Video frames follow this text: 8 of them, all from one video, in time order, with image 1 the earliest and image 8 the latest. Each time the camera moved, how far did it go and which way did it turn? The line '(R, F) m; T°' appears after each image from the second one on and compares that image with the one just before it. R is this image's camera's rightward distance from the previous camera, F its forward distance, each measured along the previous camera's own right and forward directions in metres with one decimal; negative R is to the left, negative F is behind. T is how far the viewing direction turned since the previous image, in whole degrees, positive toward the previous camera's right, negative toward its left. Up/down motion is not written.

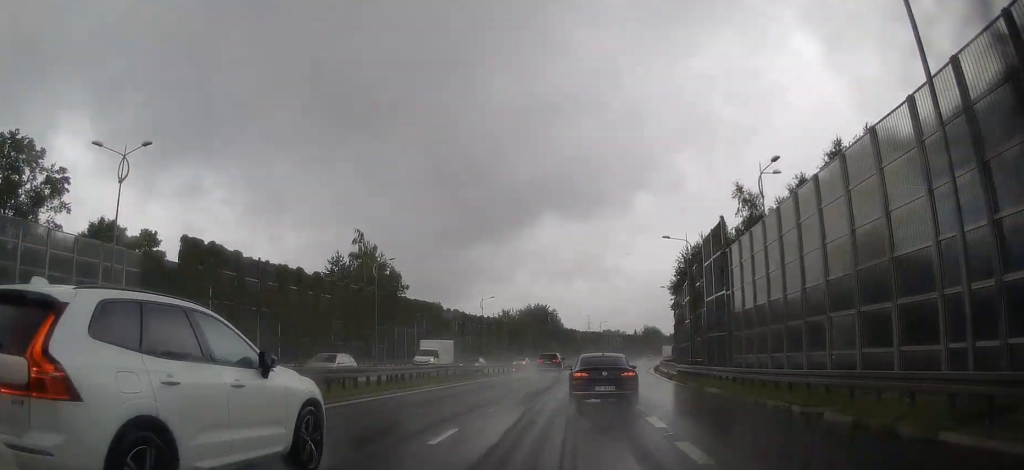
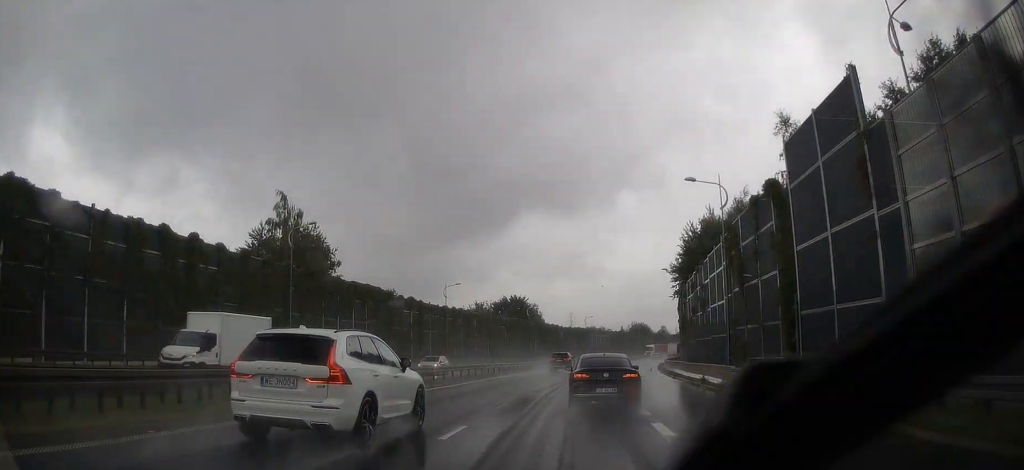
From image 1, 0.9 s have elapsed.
(+0.4, +17.1) m; +2°
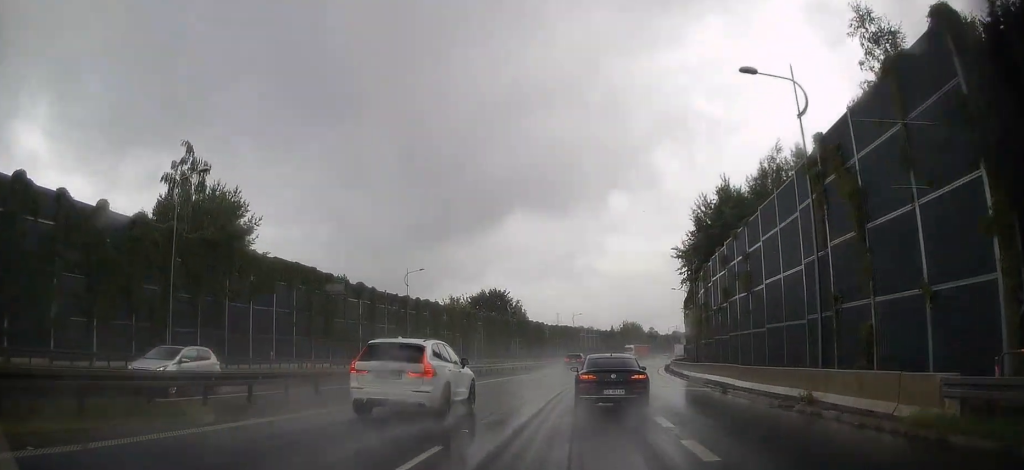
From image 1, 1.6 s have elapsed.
(+0.2, +14.7) m; +1°
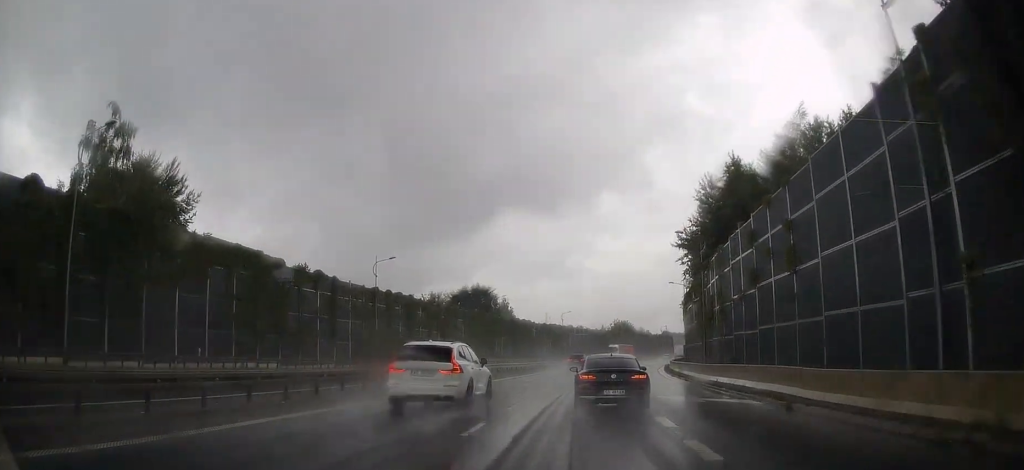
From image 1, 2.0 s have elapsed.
(0.0, +8.1) m; 0°
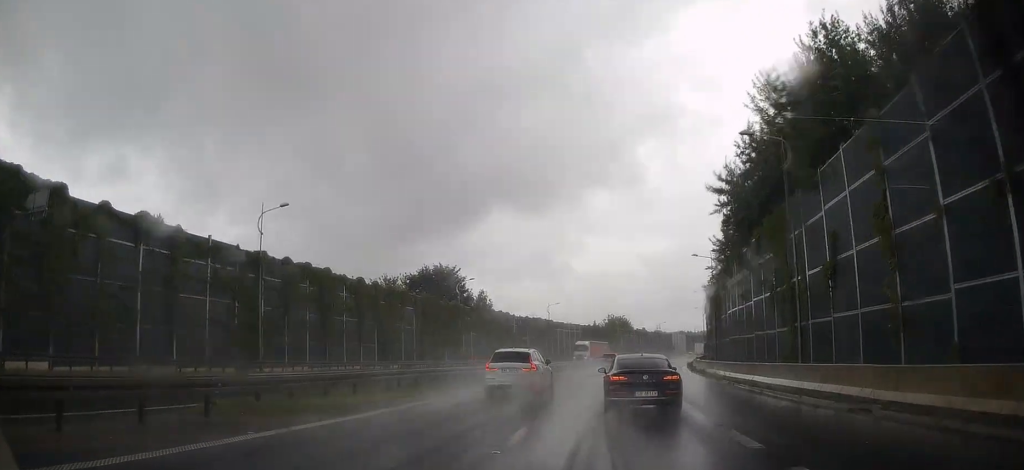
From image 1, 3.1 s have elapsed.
(+0.2, +23.7) m; +1°
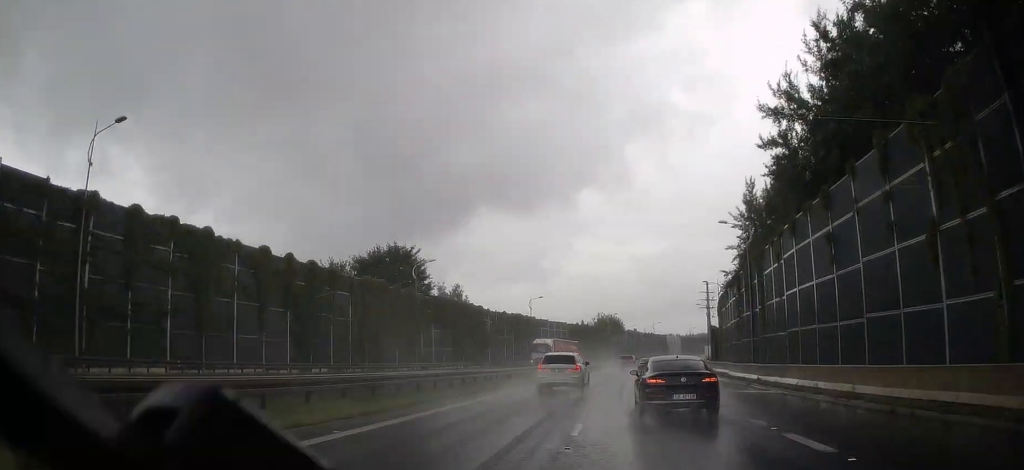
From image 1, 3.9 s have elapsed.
(+0.3, +17.6) m; +2°
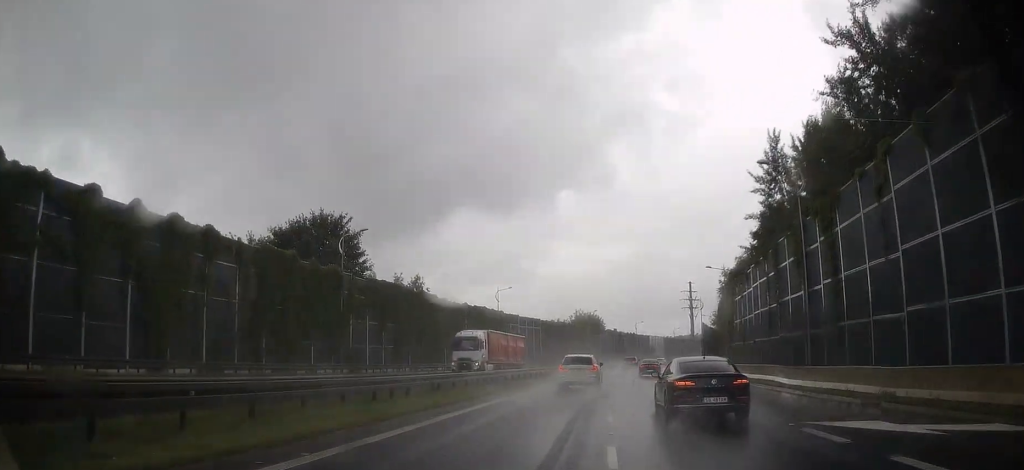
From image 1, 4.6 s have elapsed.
(+0.2, +16.0) m; +2°
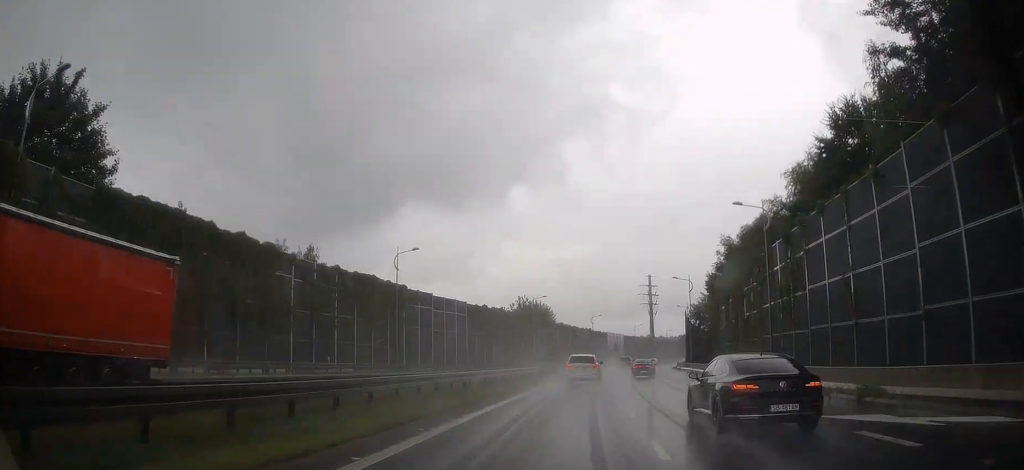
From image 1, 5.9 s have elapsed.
(+1.4, +30.3) m; +5°
